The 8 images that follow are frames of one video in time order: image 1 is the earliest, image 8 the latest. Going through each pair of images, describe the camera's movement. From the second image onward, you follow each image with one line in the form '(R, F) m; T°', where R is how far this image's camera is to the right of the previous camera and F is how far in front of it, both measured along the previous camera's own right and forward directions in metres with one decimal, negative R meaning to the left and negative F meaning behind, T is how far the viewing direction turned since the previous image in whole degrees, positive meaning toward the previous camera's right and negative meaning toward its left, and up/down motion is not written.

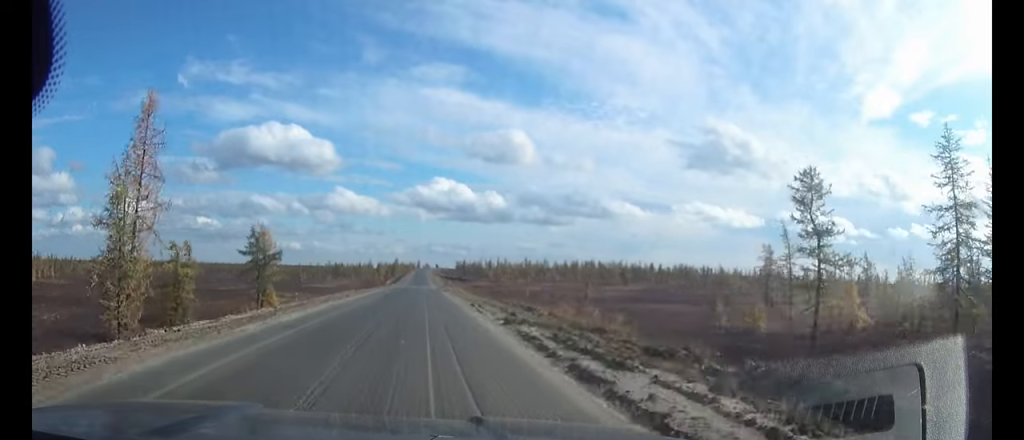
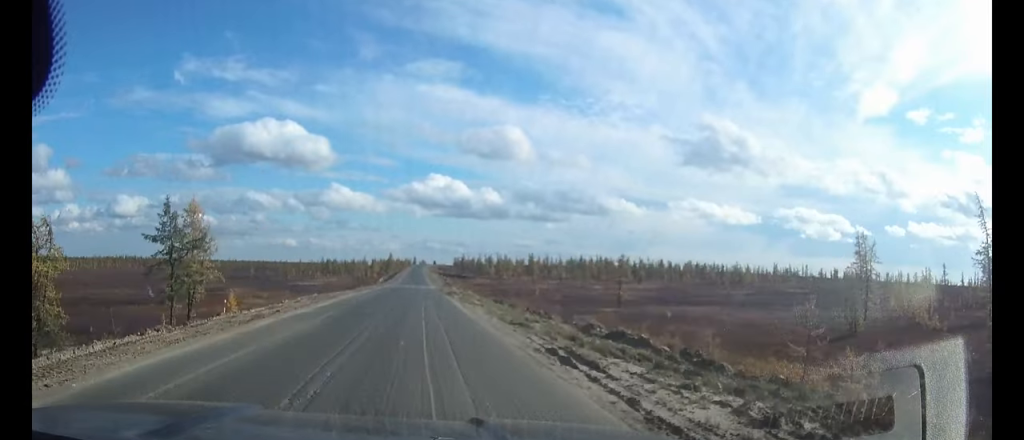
(0.0, +18.9) m; 0°
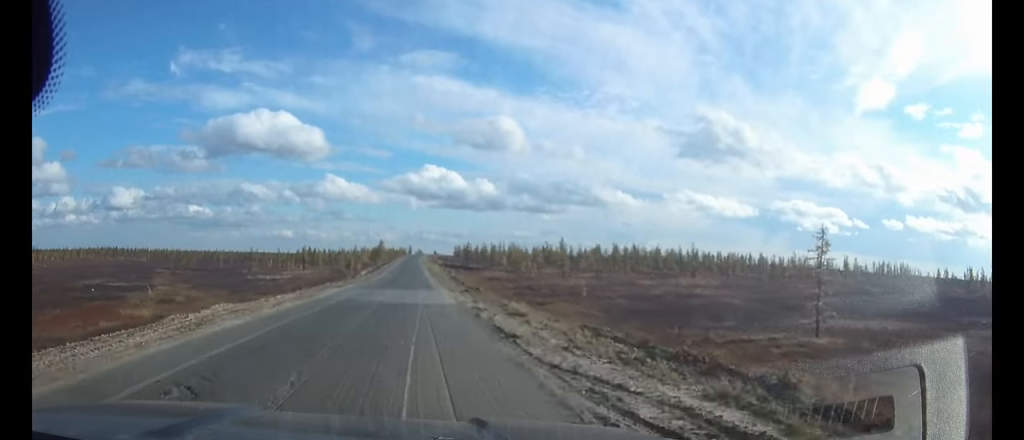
(+0.2, +43.6) m; 0°
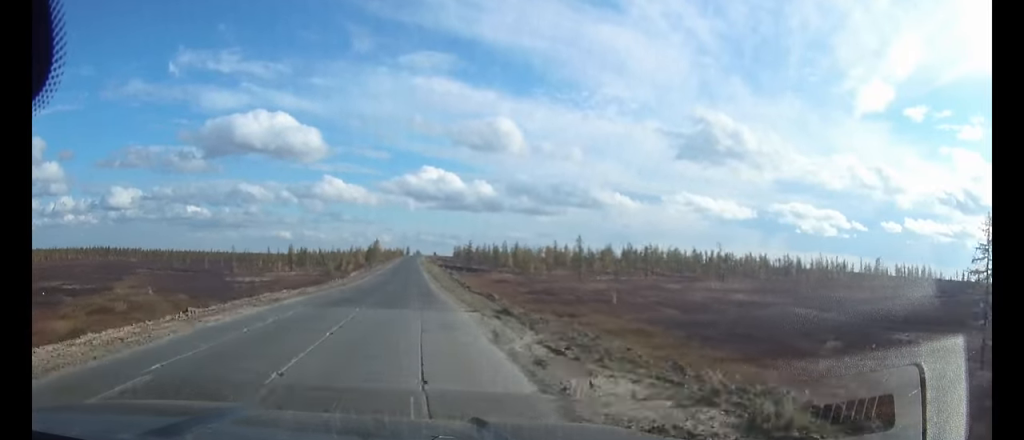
(0.0, +17.3) m; 0°
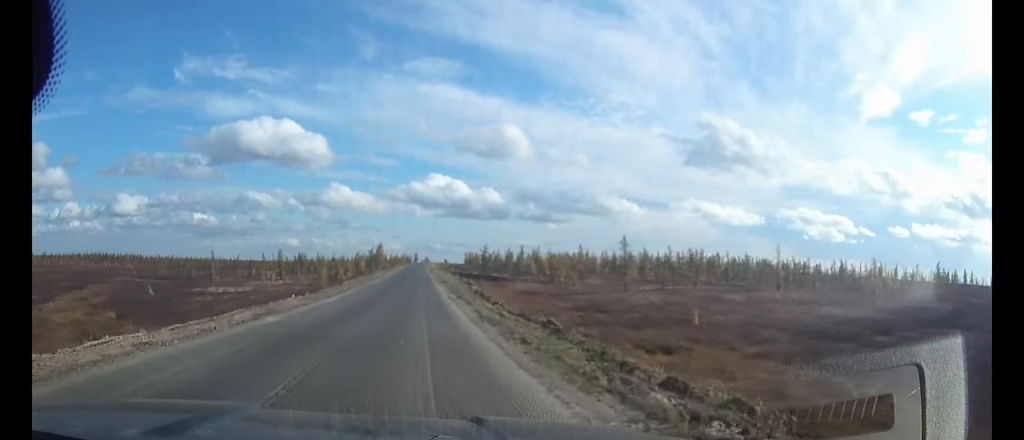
(-0.1, +25.6) m; 0°
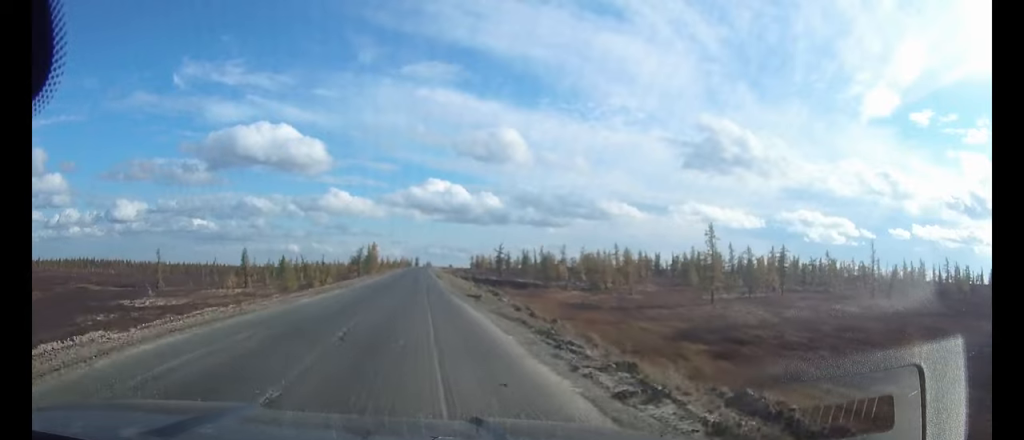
(-0.2, +33.6) m; 0°
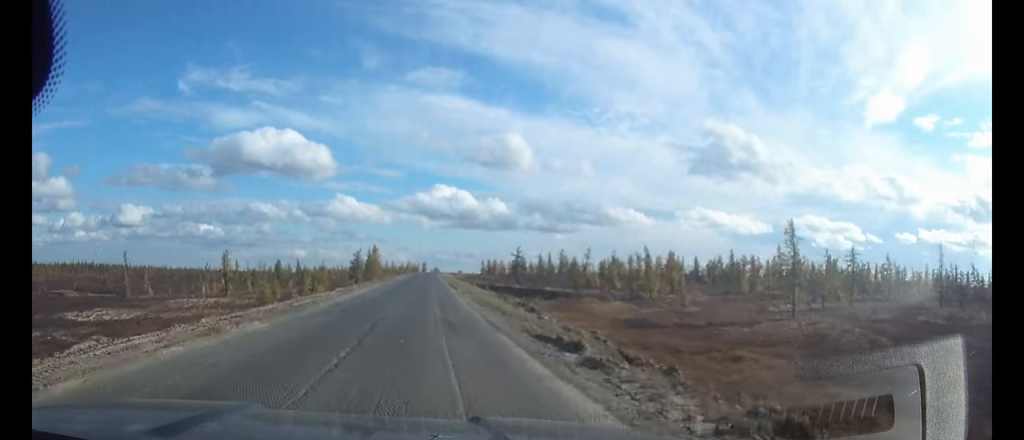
(-0.1, +17.1) m; 0°
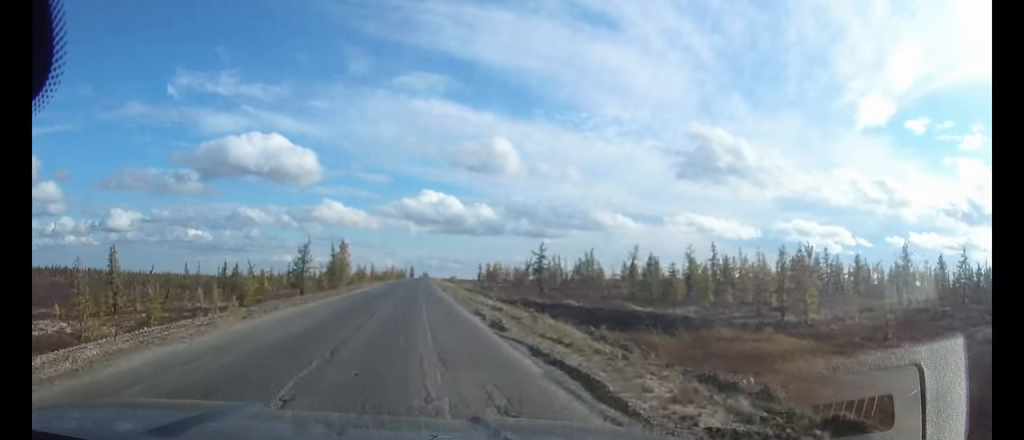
(+0.1, +40.8) m; 0°
